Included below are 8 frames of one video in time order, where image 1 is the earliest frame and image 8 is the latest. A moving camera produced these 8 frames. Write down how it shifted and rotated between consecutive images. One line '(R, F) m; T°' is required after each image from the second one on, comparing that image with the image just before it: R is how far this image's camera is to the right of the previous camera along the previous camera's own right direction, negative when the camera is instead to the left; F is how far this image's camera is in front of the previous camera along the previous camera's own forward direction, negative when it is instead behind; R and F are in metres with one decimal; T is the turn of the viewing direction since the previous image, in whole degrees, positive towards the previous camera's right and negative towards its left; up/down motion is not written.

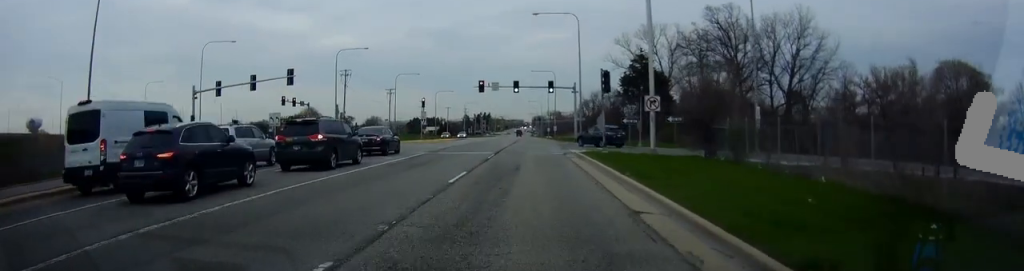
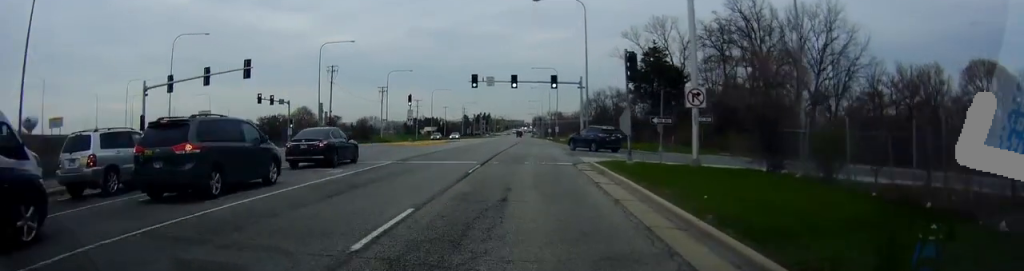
(-0.1, +7.8) m; 0°
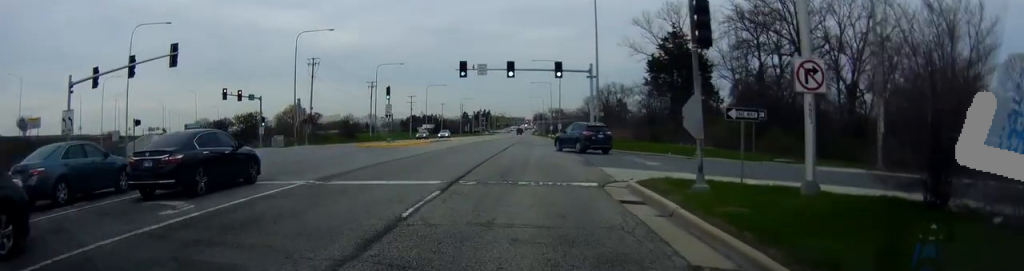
(+0.4, +10.8) m; +1°
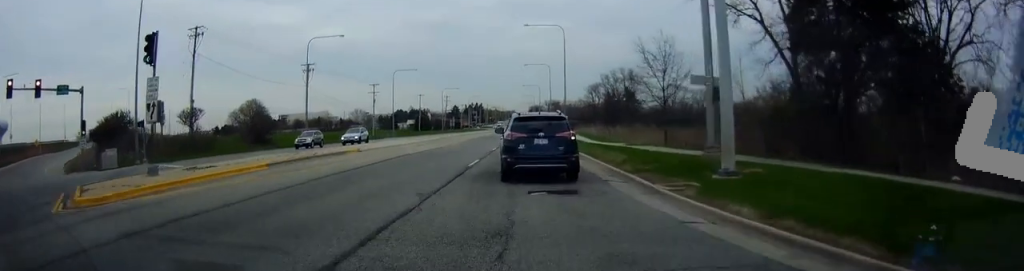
(-0.1, +34.3) m; 0°
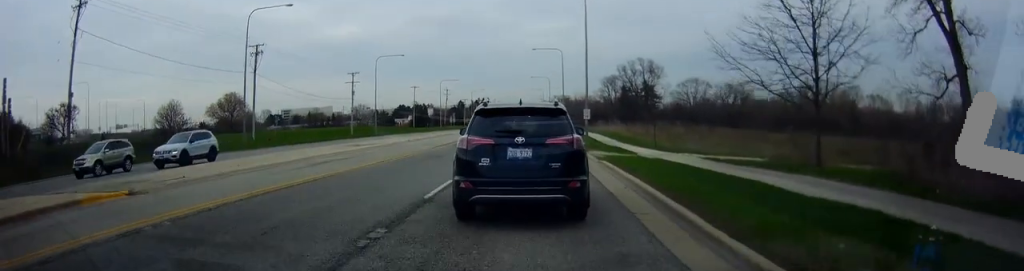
(-0.1, +23.8) m; +1°
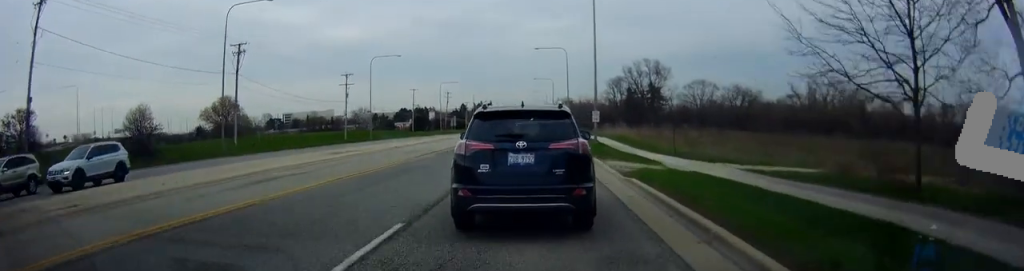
(0.0, +7.1) m; 0°
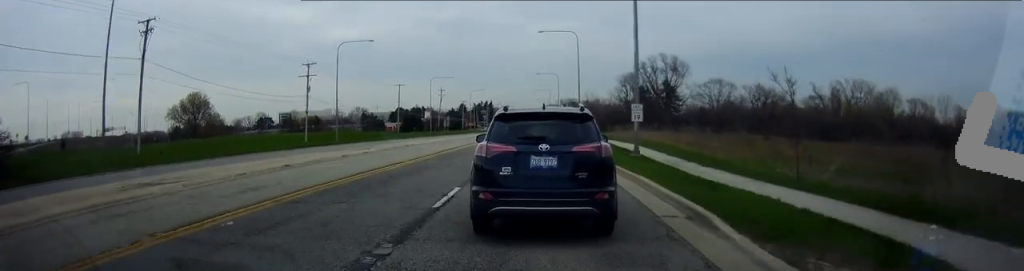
(+0.4, +22.1) m; -1°
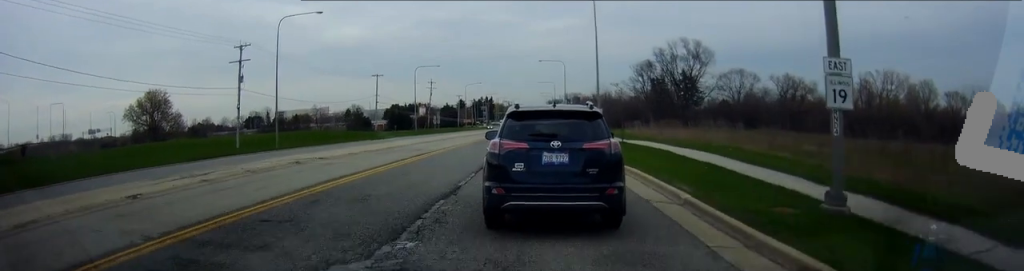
(-0.3, +21.9) m; -1°
